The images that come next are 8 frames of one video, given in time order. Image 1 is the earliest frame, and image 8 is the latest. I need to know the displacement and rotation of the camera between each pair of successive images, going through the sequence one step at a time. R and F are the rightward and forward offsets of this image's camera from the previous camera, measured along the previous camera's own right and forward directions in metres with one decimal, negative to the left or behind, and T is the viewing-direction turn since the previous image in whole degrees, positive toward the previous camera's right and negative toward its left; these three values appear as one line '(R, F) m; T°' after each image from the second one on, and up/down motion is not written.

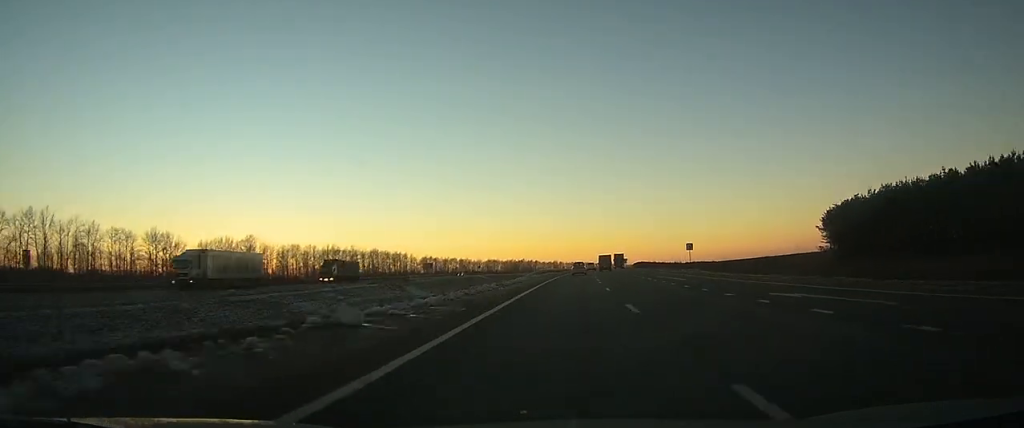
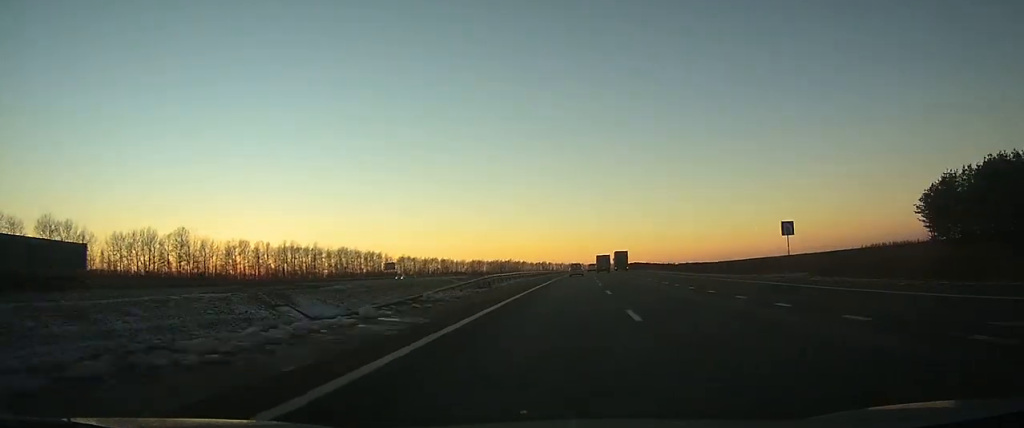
(+0.4, +36.9) m; +1°
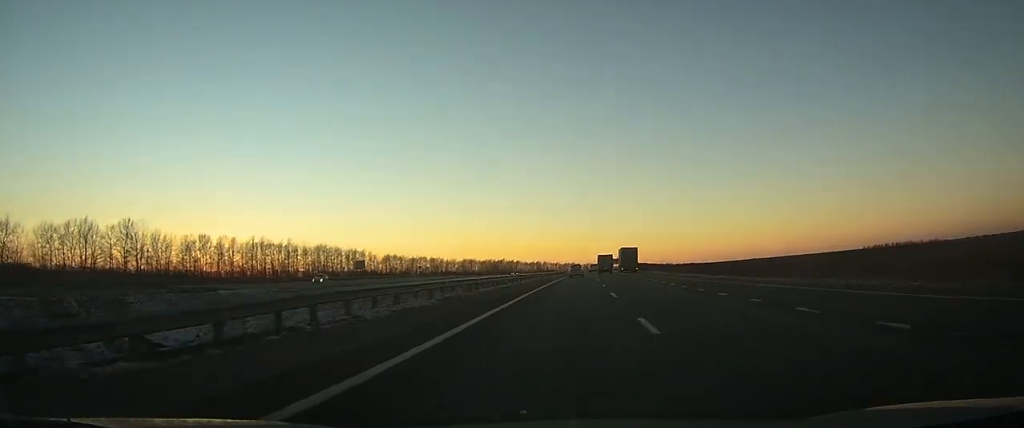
(0.0, +24.3) m; +1°
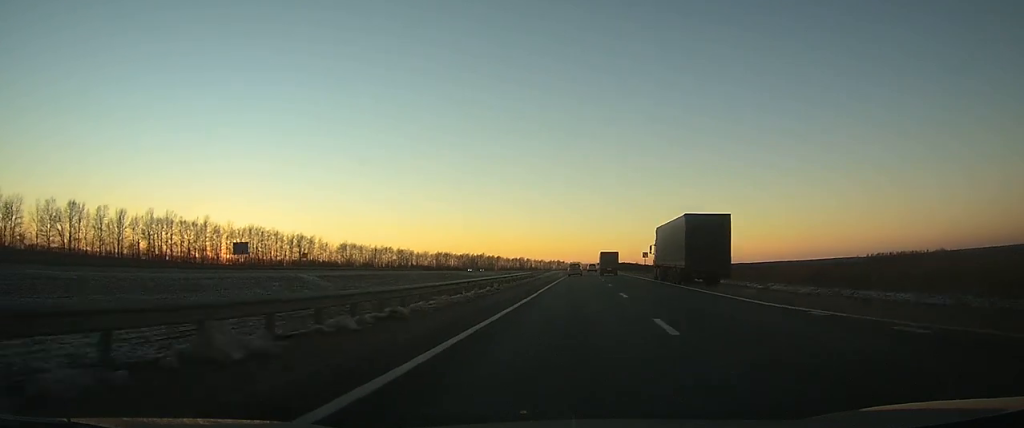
(+0.7, +57.2) m; +1°
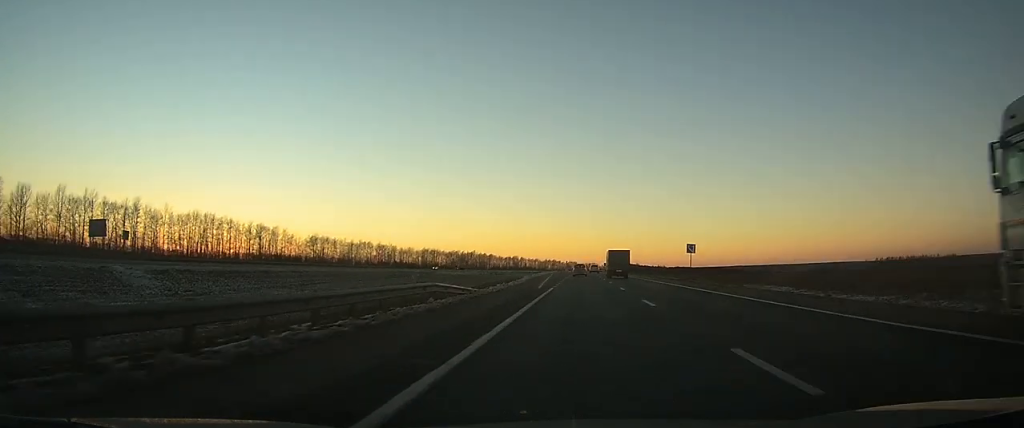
(+0.3, +41.5) m; +1°
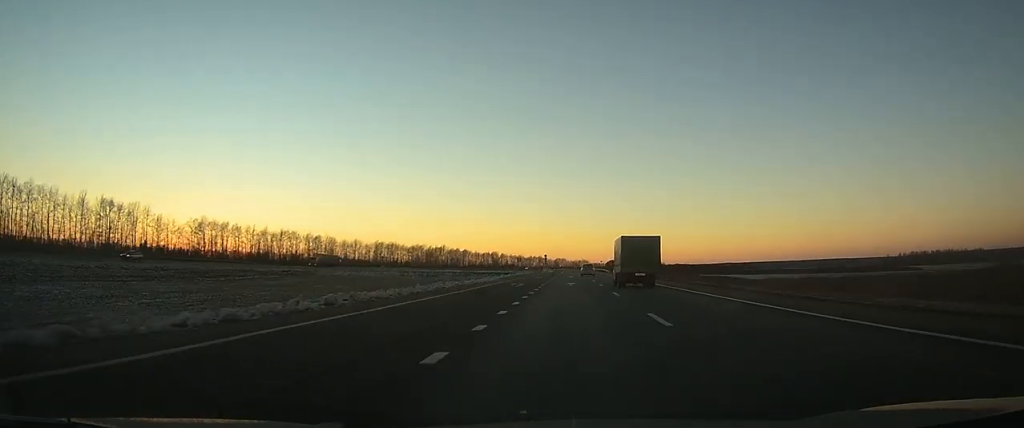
(+1.1, +101.3) m; +1°
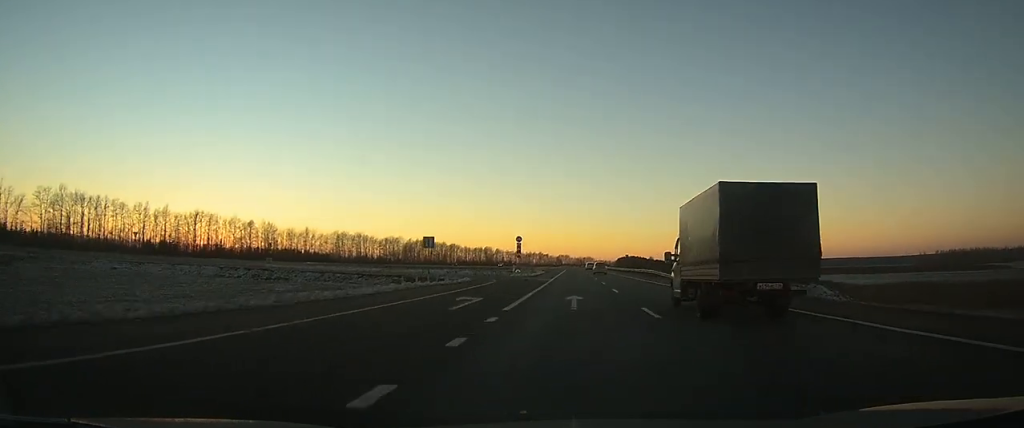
(-0.3, +79.2) m; 0°
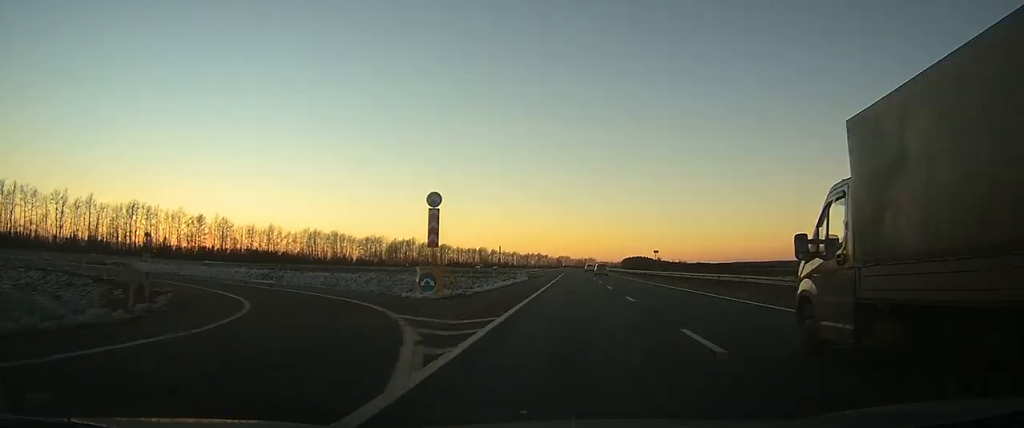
(-0.1, +39.0) m; 0°
